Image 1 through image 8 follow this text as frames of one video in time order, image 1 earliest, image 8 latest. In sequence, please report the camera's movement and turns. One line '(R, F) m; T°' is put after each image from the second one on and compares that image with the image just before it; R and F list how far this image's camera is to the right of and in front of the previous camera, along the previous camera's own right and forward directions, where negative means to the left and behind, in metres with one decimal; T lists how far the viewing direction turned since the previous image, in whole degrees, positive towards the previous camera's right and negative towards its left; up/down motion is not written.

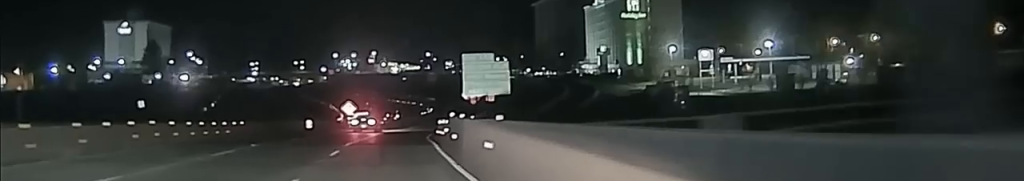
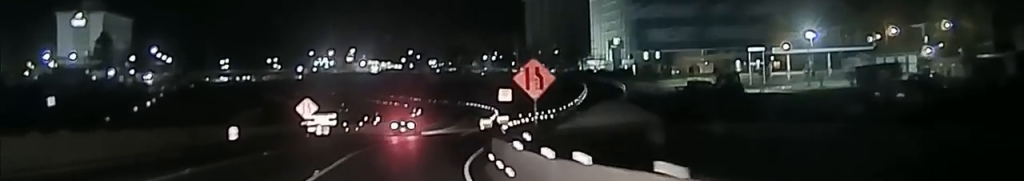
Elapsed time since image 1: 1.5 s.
(+0.4, +35.1) m; +2°
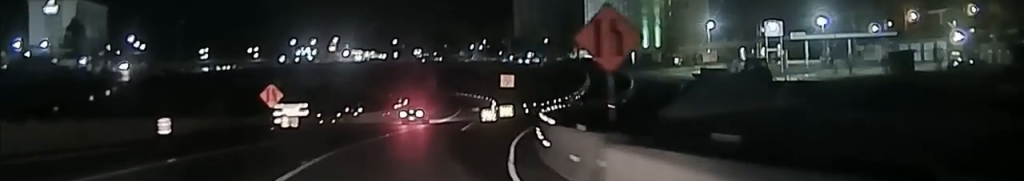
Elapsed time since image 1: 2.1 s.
(0.0, +13.2) m; +2°
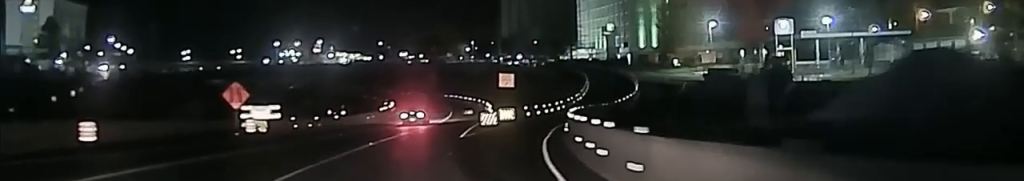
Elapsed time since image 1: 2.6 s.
(+0.2, +8.6) m; +1°
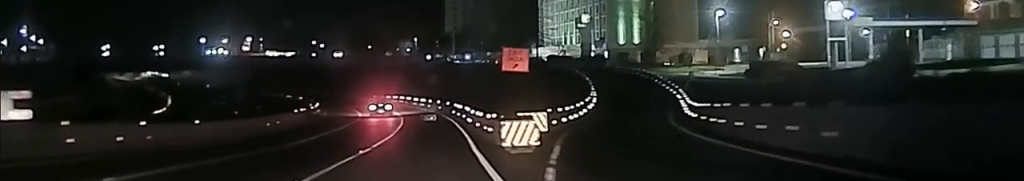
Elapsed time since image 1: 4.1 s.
(+1.2, +30.8) m; +2°
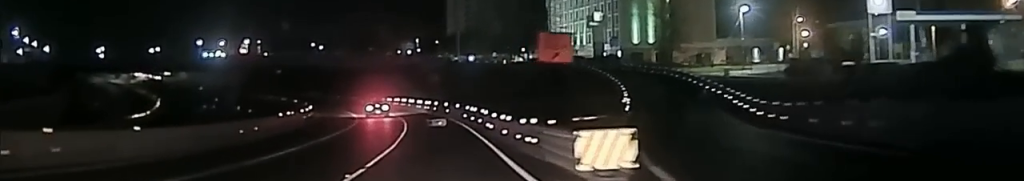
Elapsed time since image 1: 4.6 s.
(-0.2, +8.9) m; 0°
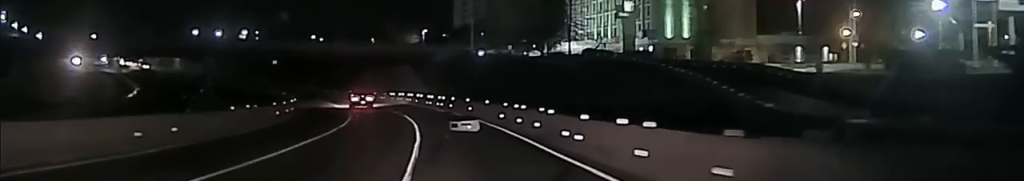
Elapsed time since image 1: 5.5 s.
(-0.1, +15.9) m; +1°
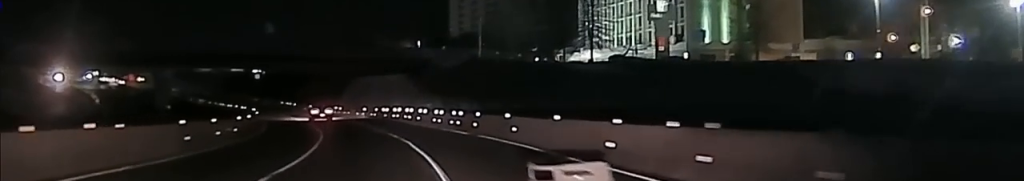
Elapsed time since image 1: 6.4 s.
(+0.3, +19.5) m; +1°
